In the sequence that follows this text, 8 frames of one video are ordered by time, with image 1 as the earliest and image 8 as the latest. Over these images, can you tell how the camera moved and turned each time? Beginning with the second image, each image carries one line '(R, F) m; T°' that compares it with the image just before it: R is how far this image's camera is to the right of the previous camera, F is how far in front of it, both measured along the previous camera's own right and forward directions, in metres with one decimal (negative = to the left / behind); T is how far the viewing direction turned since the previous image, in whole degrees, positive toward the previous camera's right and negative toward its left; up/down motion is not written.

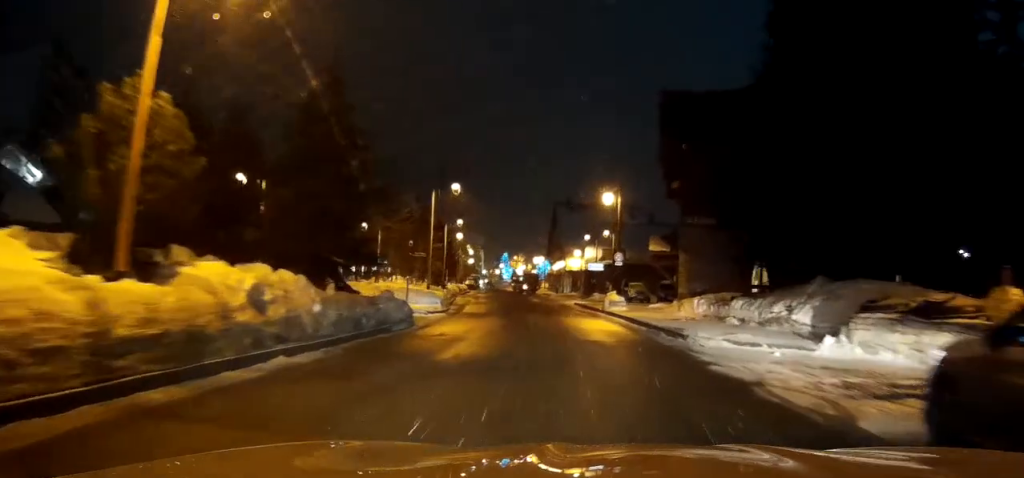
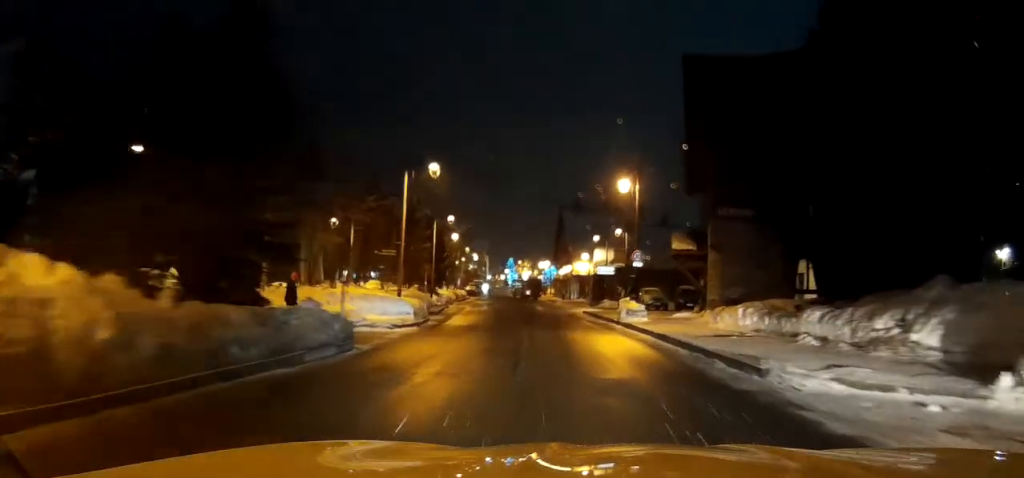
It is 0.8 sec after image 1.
(0.0, +5.9) m; 0°
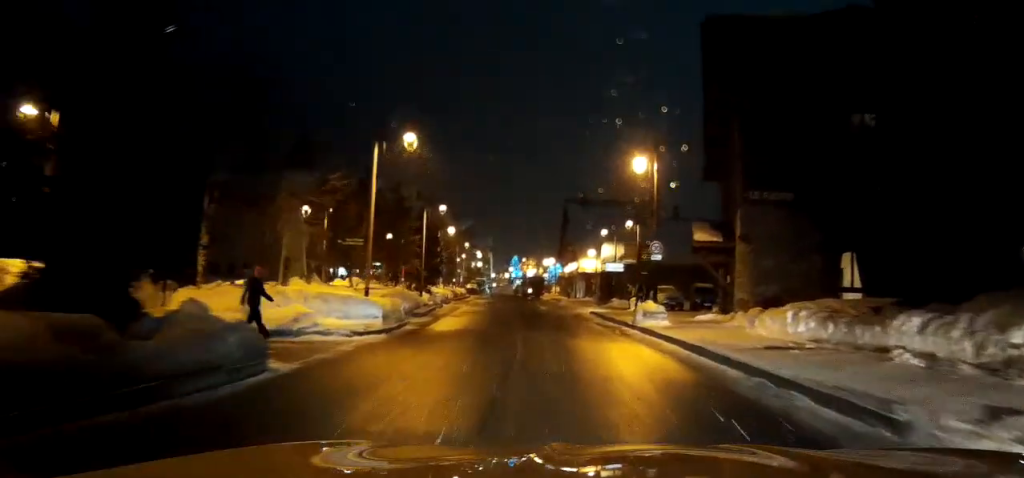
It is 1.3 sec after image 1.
(0.0, +4.4) m; 0°
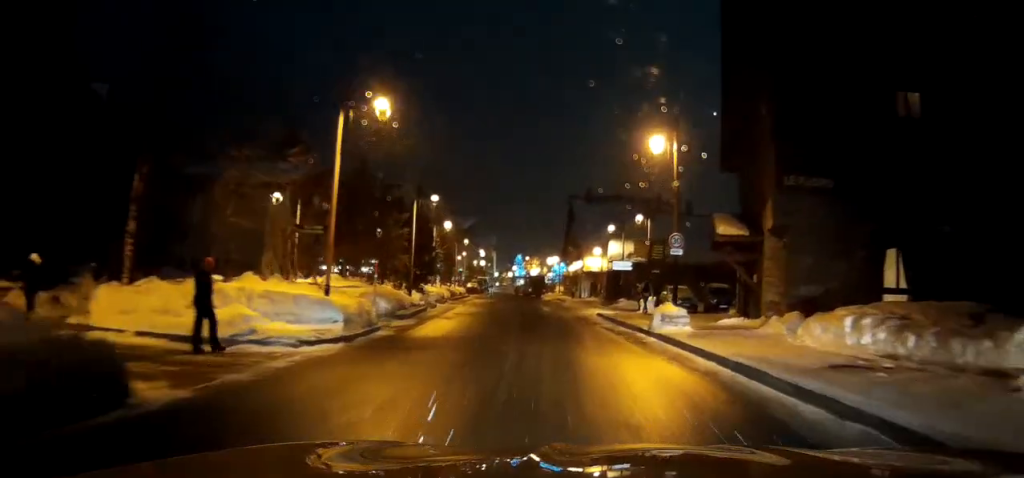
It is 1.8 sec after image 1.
(0.0, +3.6) m; 0°
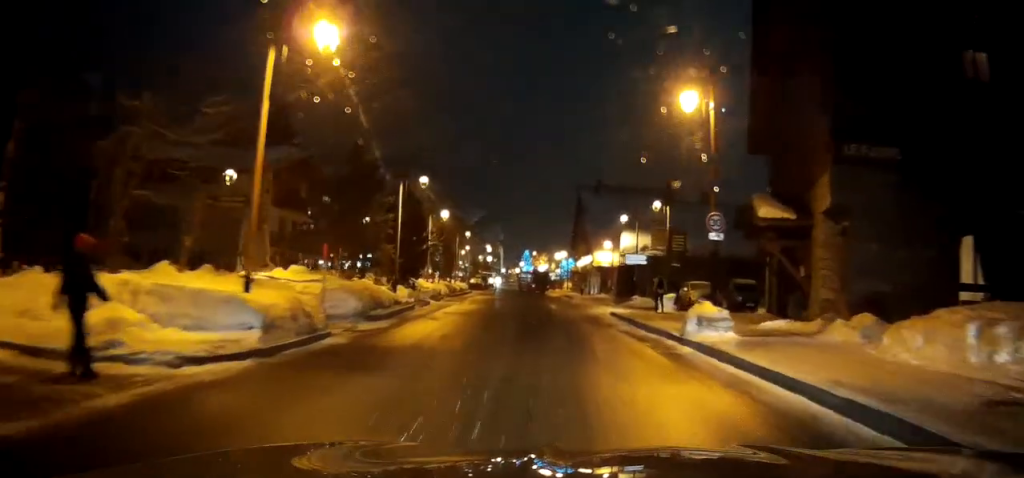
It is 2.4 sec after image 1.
(0.0, +4.6) m; 0°
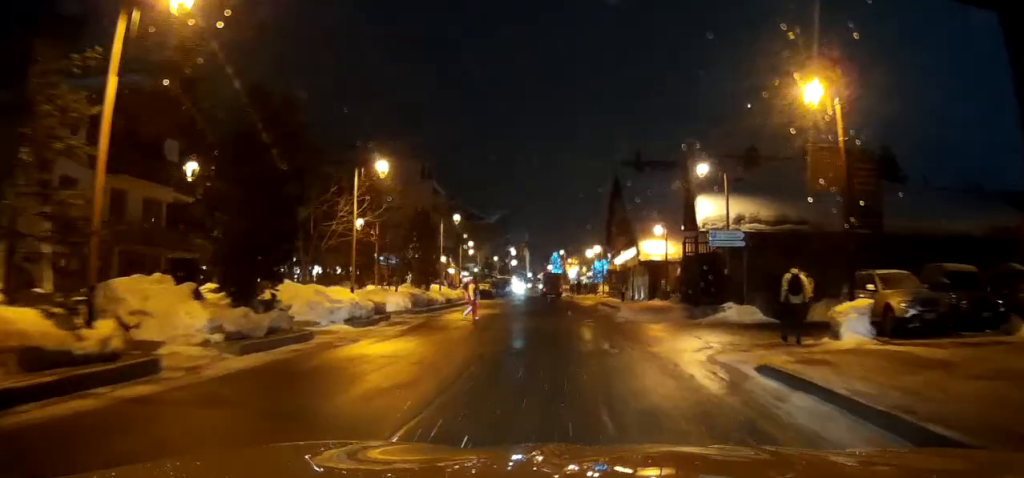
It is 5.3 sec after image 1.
(0.0, +22.3) m; 0°
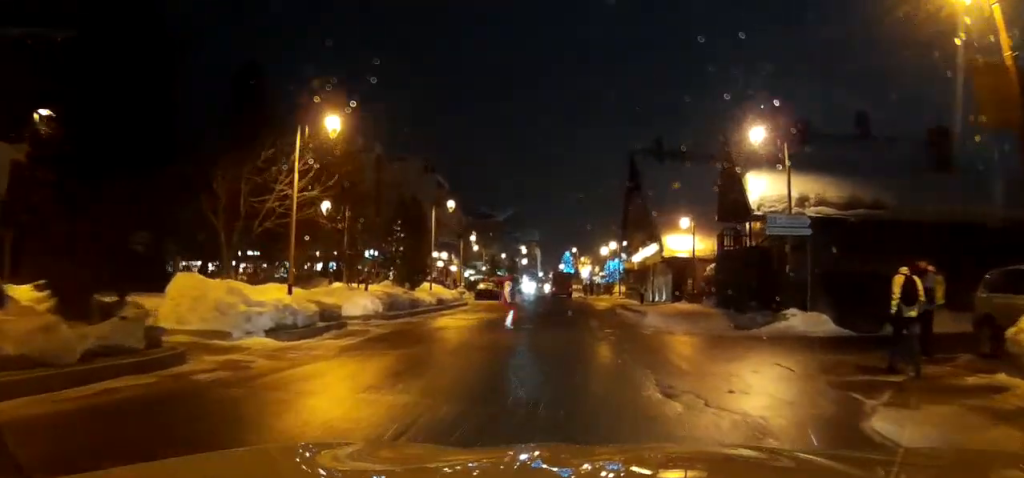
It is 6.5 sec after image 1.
(0.0, +8.7) m; 0°
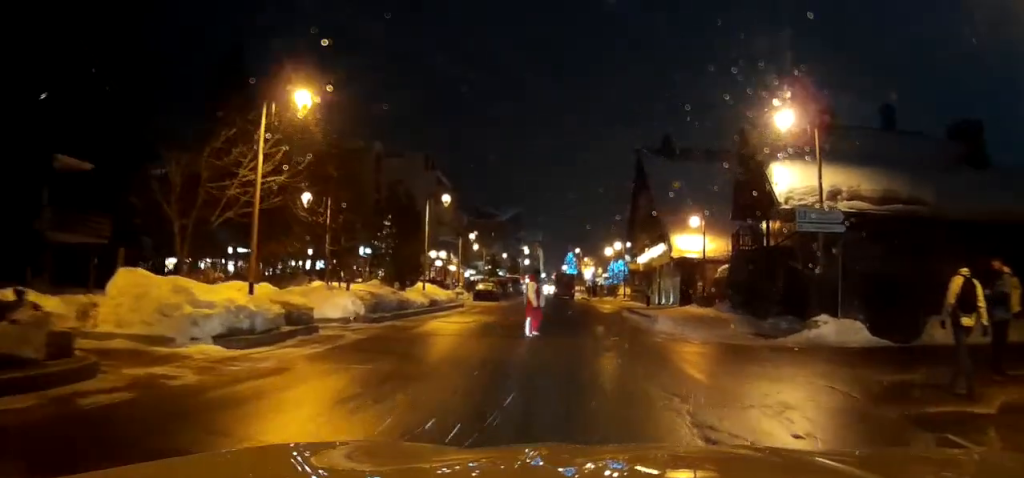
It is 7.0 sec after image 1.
(0.0, +4.0) m; 0°
